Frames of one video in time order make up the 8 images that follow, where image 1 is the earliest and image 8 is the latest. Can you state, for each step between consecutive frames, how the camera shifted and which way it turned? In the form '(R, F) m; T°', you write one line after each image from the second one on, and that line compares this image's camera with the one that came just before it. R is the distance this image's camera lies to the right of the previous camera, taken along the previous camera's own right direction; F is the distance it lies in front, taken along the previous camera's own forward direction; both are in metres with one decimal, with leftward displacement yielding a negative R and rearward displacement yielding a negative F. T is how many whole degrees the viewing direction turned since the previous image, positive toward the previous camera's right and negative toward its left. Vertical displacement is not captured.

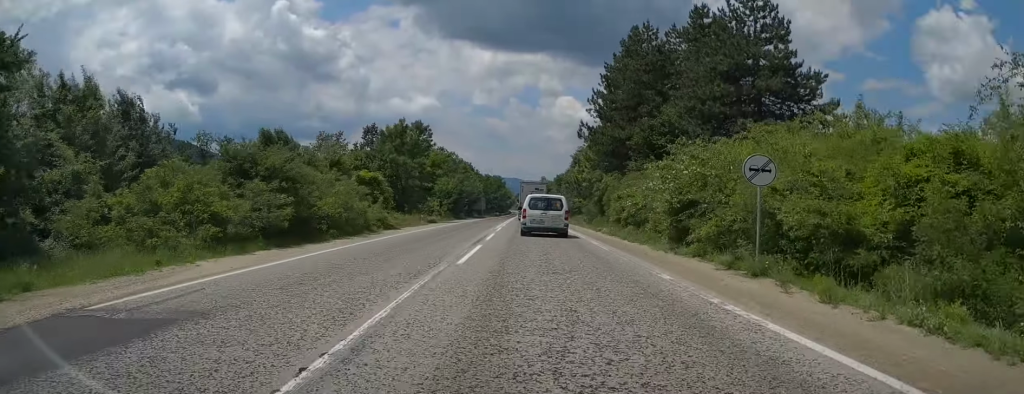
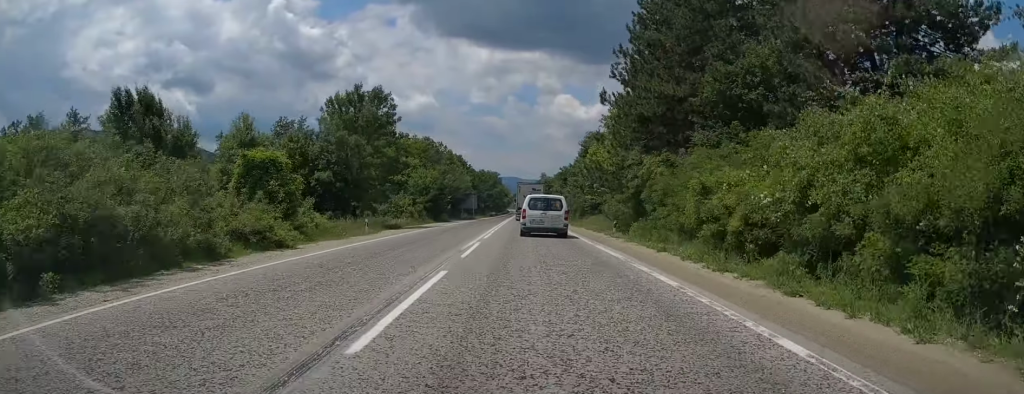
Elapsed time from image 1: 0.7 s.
(+0.1, +16.3) m; 0°
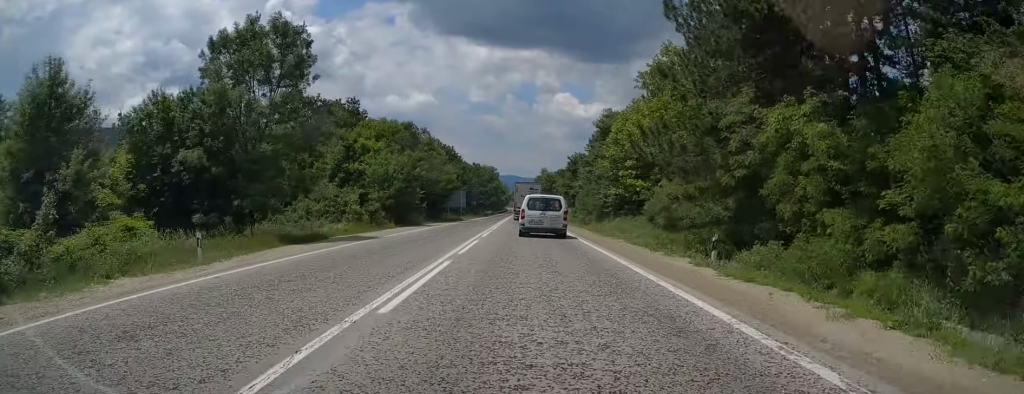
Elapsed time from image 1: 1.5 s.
(+0.2, +16.3) m; 0°
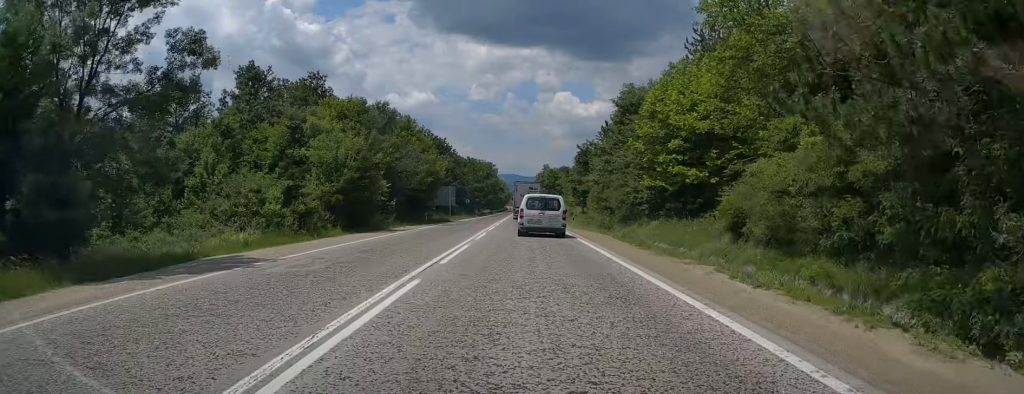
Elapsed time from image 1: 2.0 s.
(+0.1, +11.9) m; -1°
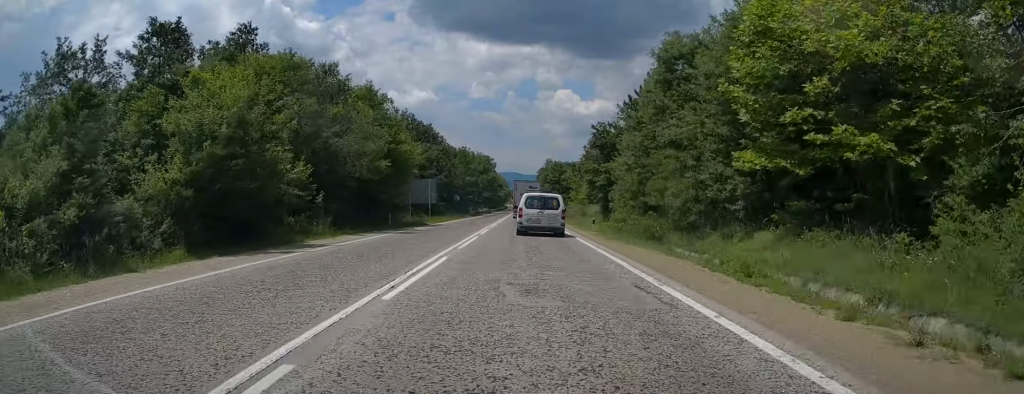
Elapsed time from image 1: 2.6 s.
(-0.1, +14.1) m; 0°
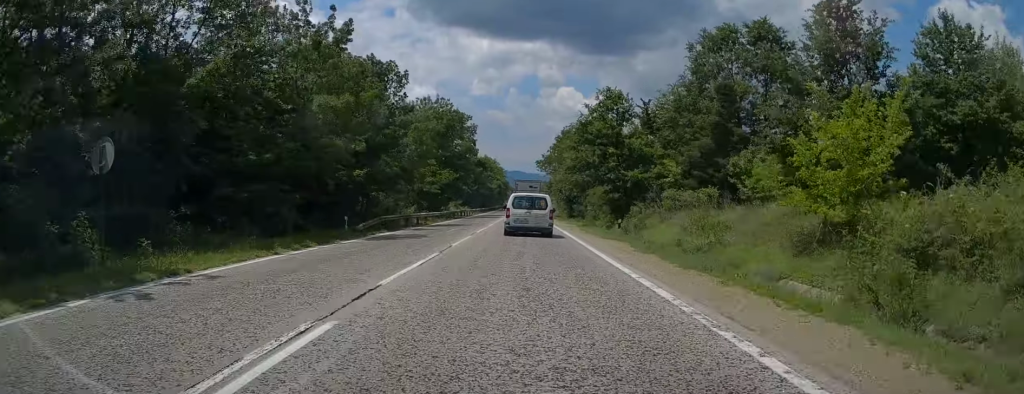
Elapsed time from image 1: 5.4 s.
(+0.5, +61.4) m; 0°
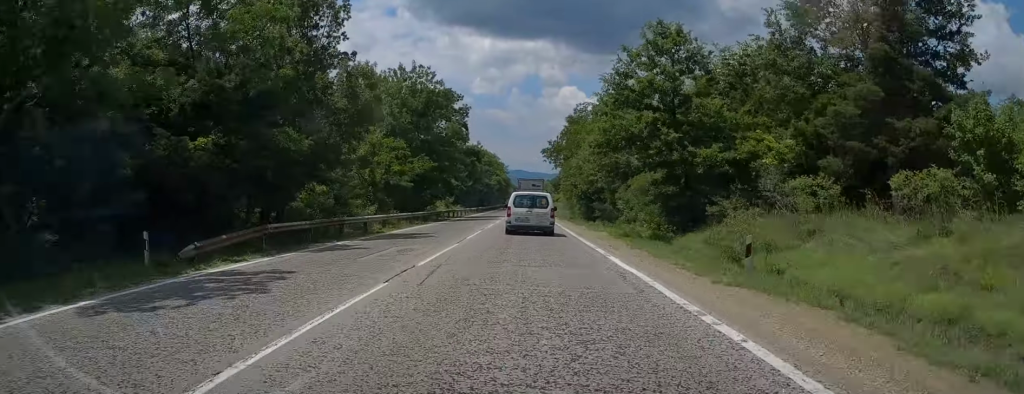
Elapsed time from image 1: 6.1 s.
(-0.3, +14.7) m; 0°
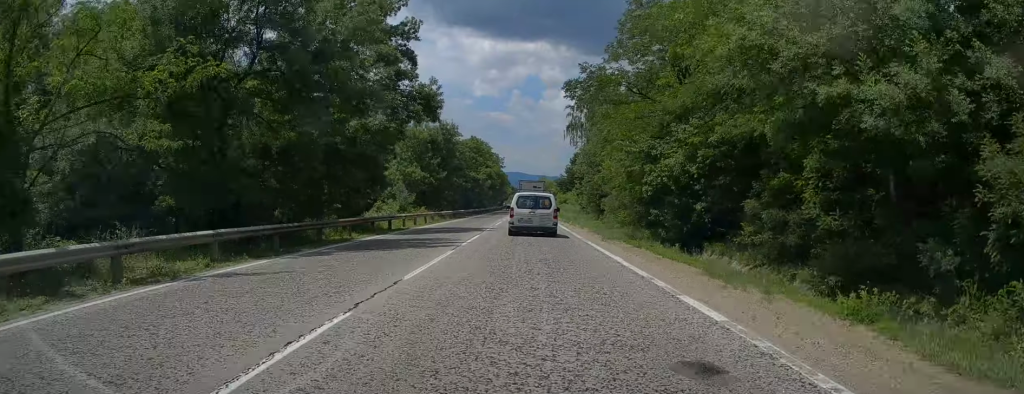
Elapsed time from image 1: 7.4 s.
(+0.3, +29.4) m; 0°
